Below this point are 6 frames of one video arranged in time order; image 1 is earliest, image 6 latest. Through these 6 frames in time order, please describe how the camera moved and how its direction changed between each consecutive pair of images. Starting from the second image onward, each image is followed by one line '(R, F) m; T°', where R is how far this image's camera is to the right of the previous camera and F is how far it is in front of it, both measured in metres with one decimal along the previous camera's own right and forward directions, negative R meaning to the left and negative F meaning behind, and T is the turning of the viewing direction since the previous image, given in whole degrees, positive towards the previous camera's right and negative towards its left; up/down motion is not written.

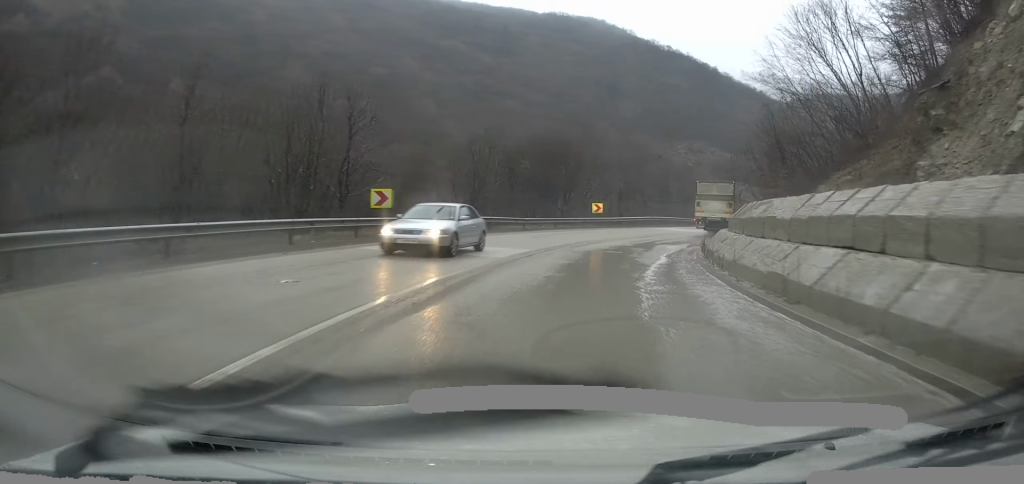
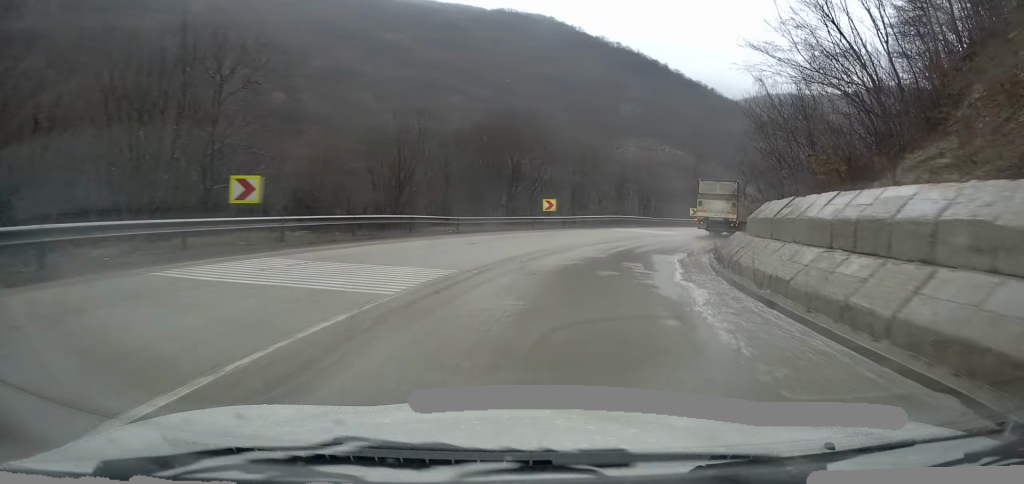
(-0.1, +7.9) m; +2°
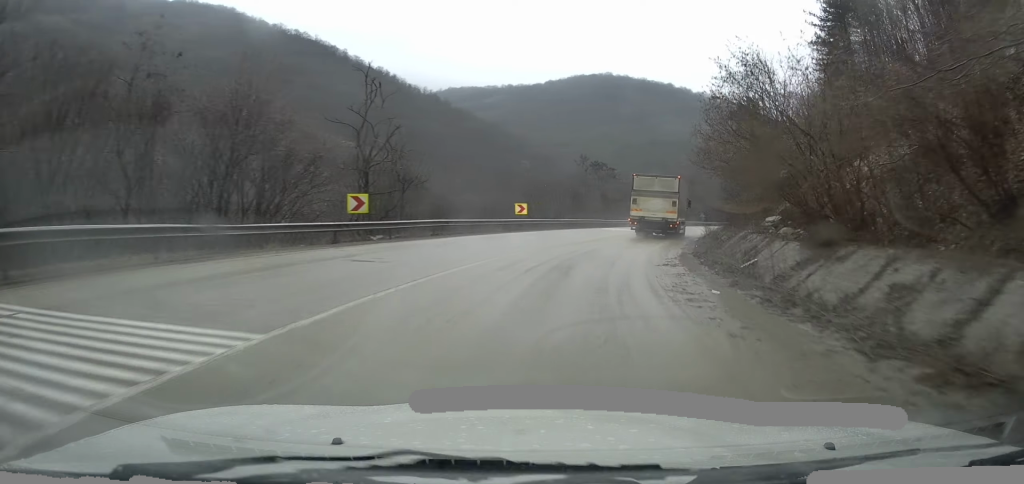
(+7.5, +35.5) m; +28°
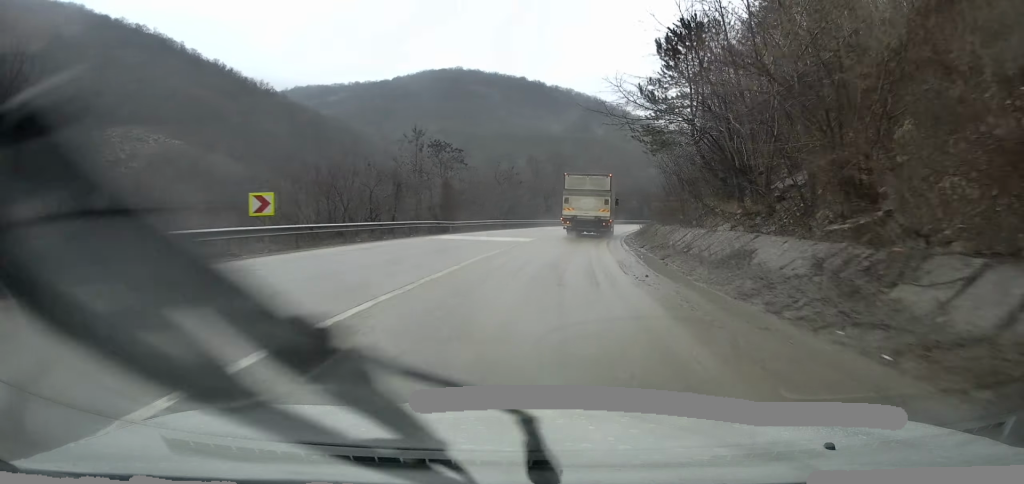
(+3.0, +23.4) m; +12°
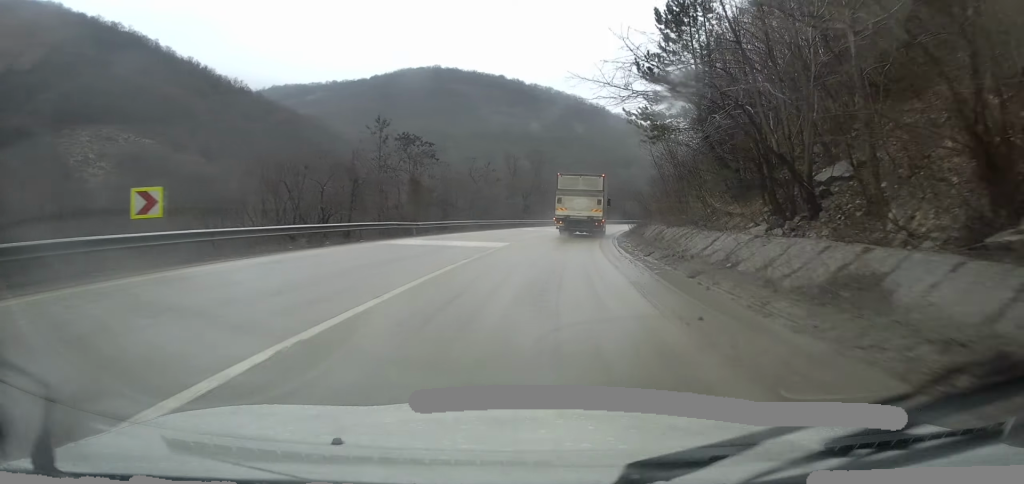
(0.0, +5.6) m; +2°
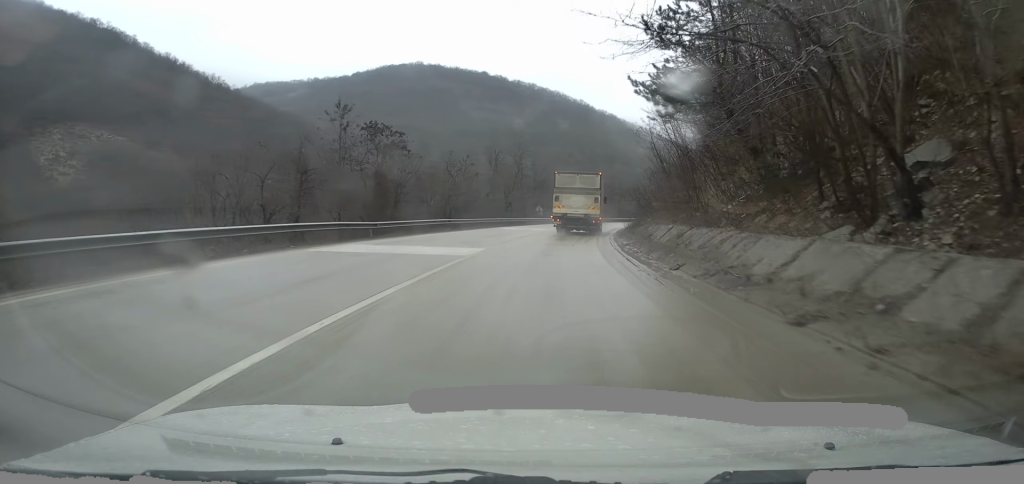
(+0.2, +5.9) m; +2°
